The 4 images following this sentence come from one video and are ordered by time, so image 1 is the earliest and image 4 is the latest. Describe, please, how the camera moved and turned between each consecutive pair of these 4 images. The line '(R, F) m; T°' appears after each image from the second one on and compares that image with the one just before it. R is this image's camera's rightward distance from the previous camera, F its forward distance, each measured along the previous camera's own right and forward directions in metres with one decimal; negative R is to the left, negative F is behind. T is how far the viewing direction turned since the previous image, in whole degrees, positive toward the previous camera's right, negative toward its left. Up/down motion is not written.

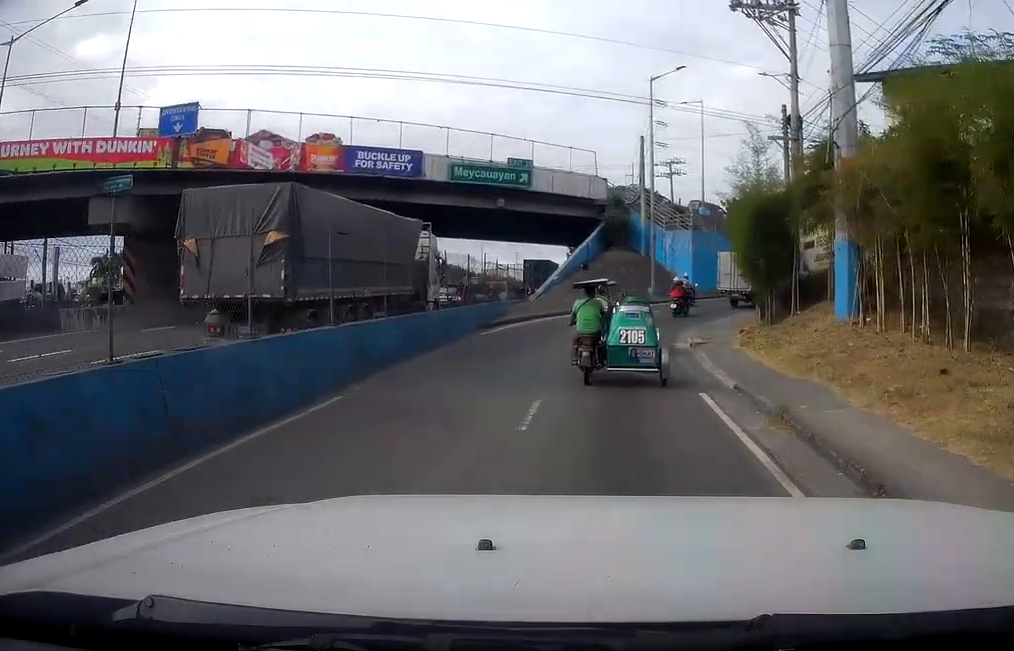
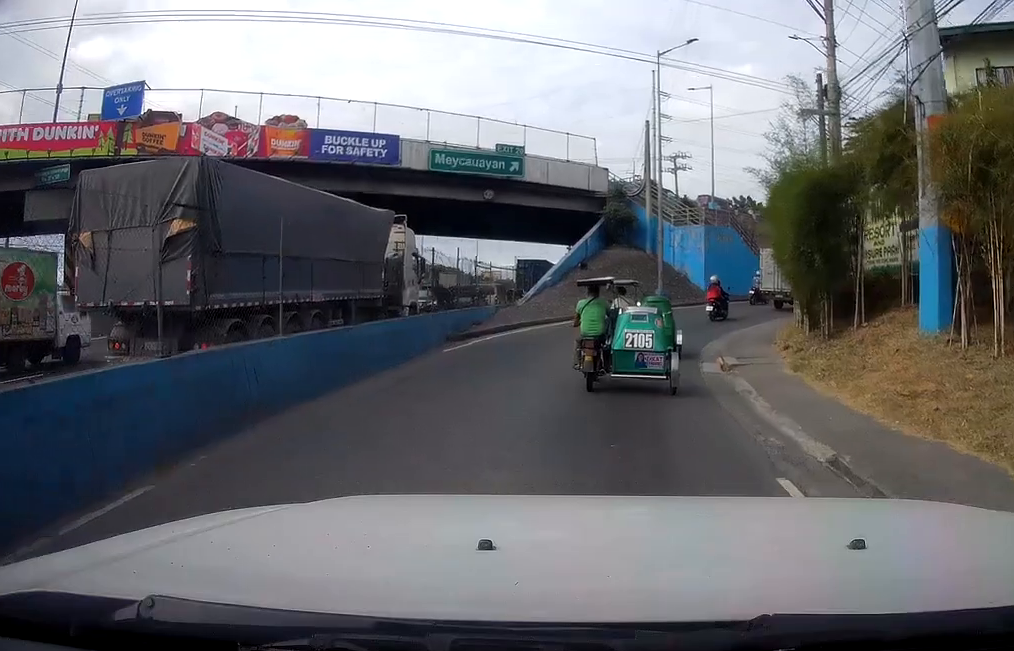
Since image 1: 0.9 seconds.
(+0.1, +5.4) m; +2°
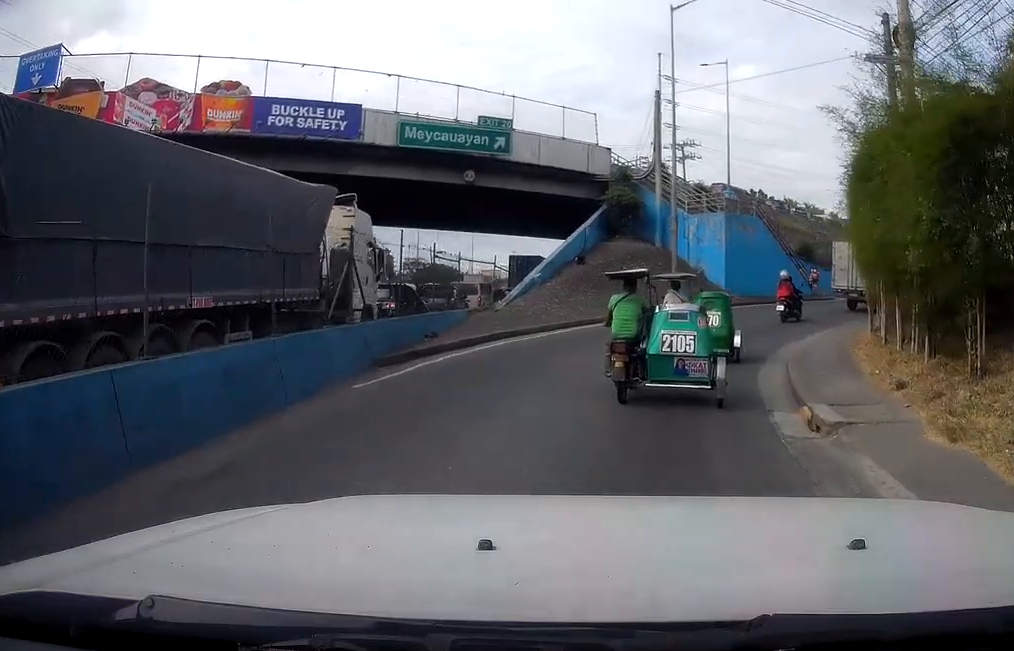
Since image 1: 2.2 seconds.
(+0.2, +6.5) m; +3°
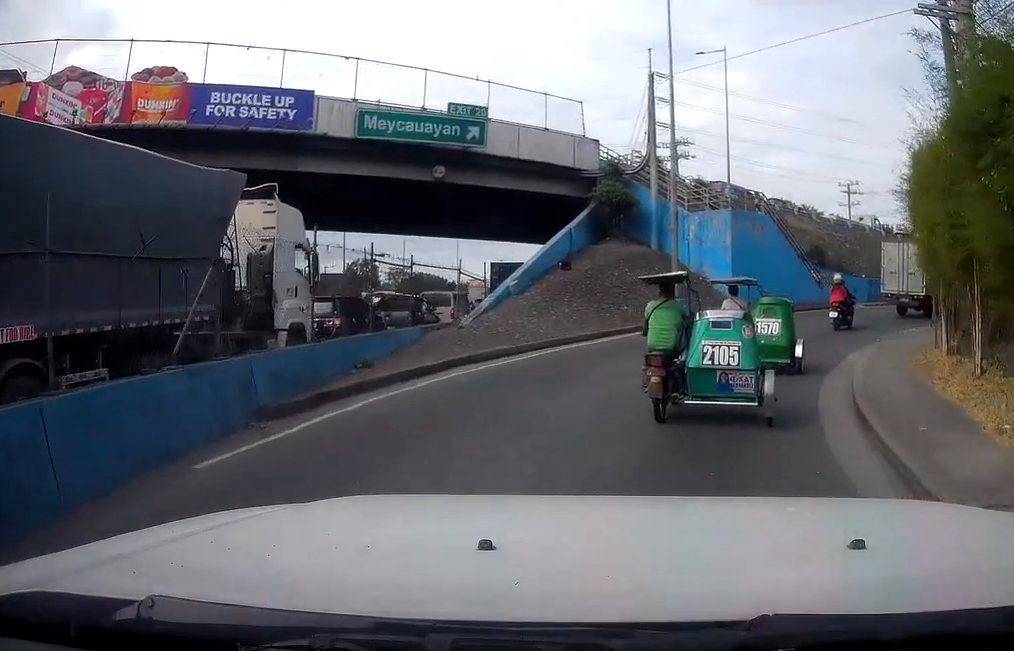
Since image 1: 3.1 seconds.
(0.0, +4.4) m; +3°
